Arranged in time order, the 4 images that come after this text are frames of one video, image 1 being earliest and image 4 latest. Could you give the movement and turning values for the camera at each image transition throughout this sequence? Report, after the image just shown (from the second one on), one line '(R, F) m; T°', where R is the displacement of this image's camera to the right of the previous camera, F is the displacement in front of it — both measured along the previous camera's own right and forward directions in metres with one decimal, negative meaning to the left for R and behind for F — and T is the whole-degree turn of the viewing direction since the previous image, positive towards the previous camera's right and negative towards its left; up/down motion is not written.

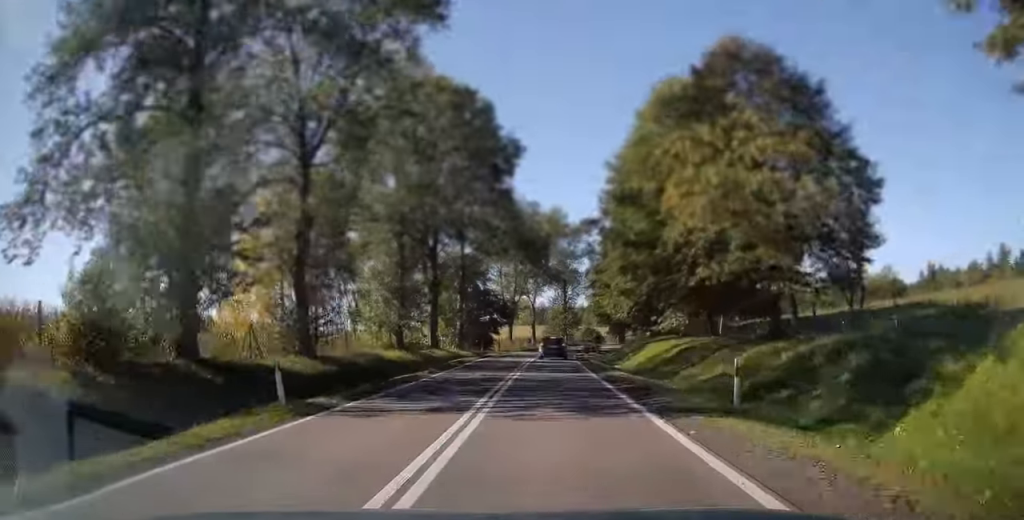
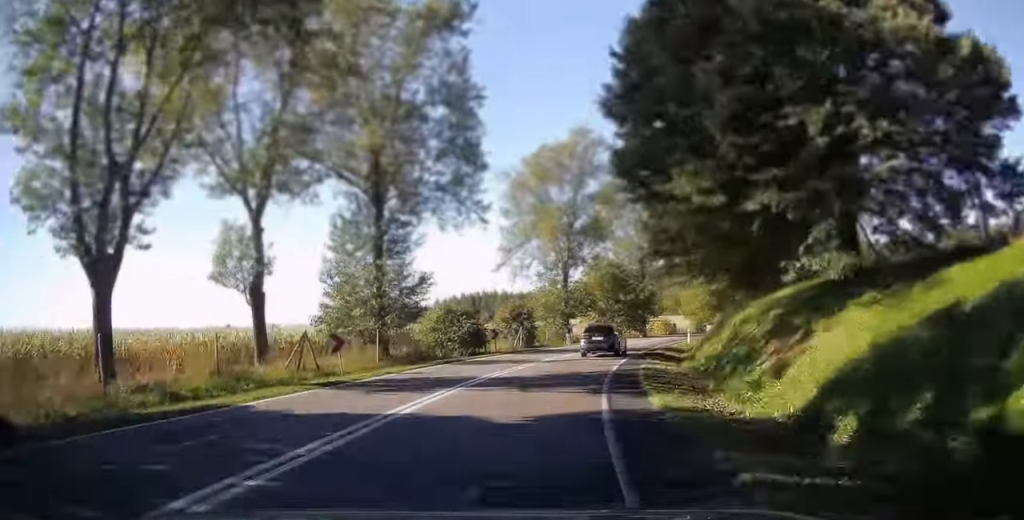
(+1.6, +64.3) m; +8°
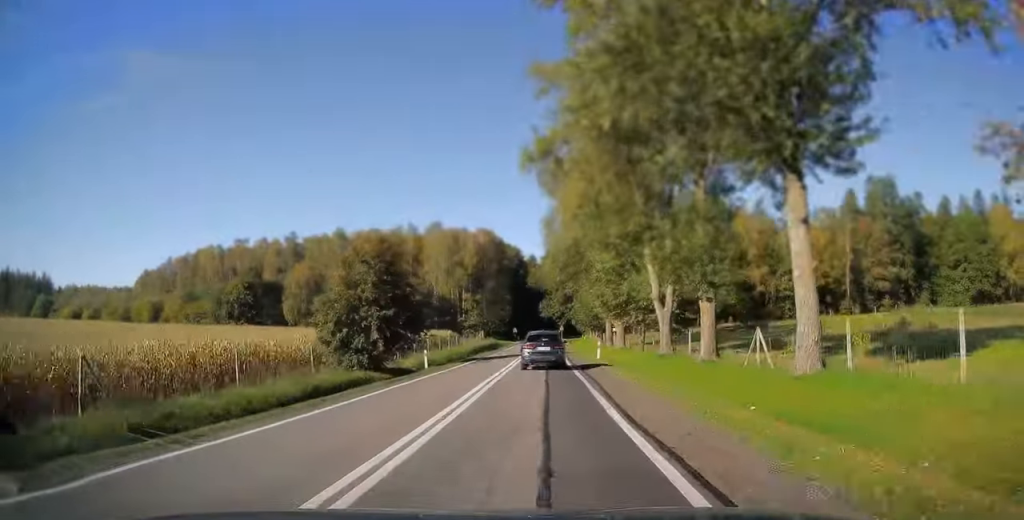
(+35.6, +99.6) m; +34°
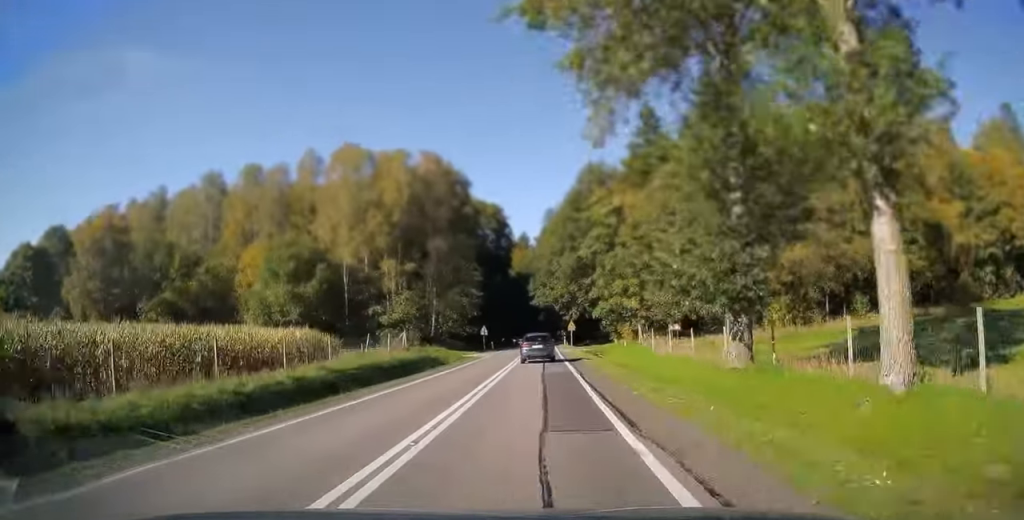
(+4.1, +67.4) m; +5°
